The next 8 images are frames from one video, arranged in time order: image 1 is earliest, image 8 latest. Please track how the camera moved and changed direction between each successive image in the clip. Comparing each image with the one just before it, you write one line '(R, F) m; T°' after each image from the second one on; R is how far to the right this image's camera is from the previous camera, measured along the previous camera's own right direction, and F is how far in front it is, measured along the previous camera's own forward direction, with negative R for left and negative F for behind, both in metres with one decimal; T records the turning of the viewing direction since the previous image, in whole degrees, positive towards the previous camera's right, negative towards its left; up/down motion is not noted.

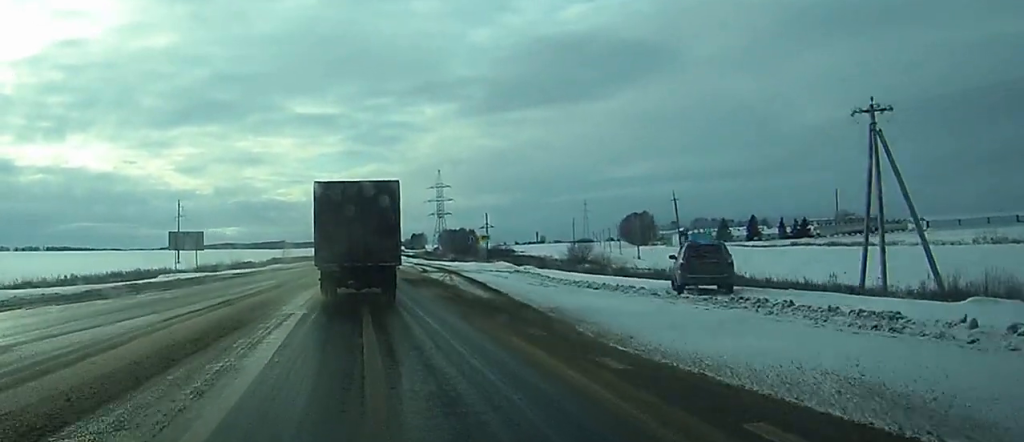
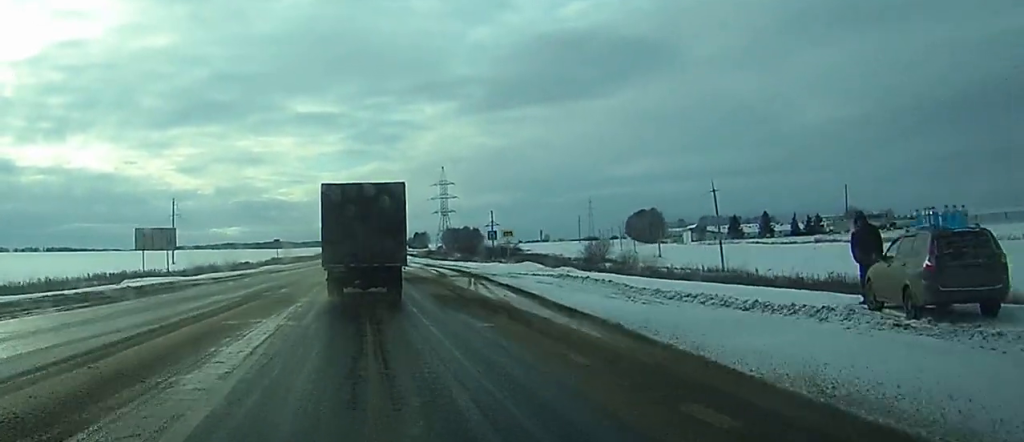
(0.0, +10.8) m; 0°
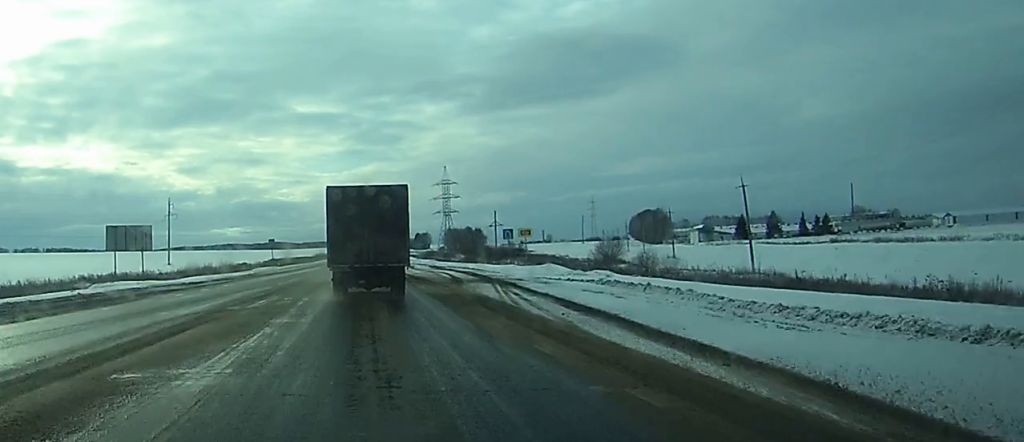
(0.0, +7.0) m; 0°
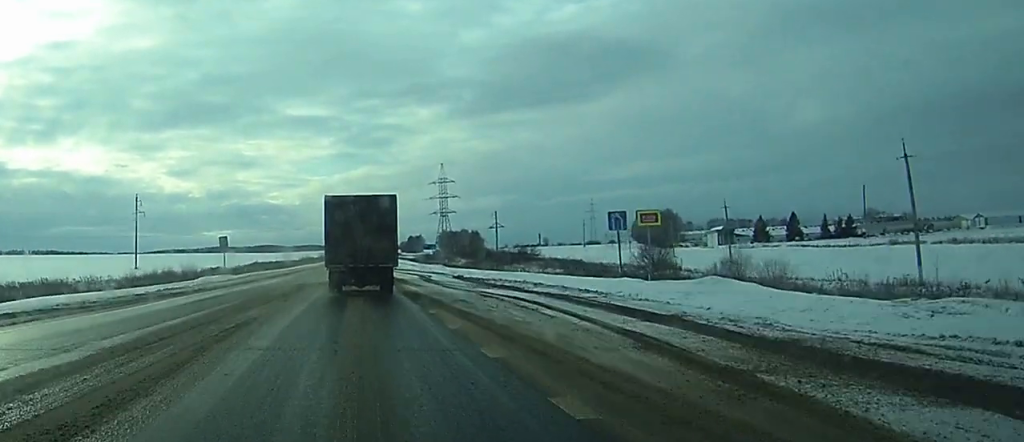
(+0.4, +26.9) m; +1°
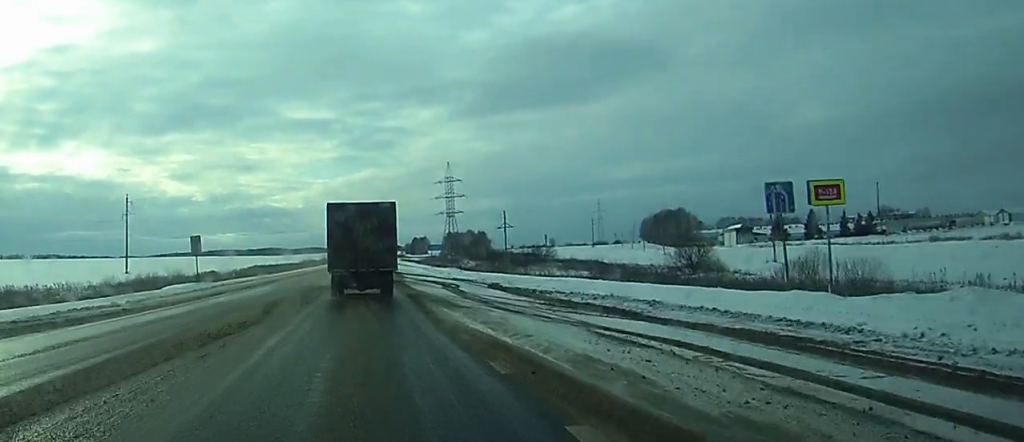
(-0.1, +10.9) m; -2°
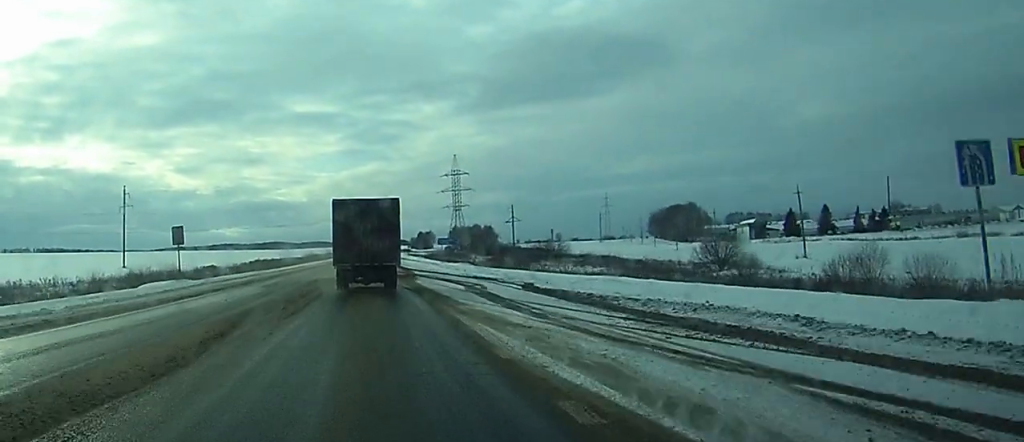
(-0.2, +5.4) m; -1°
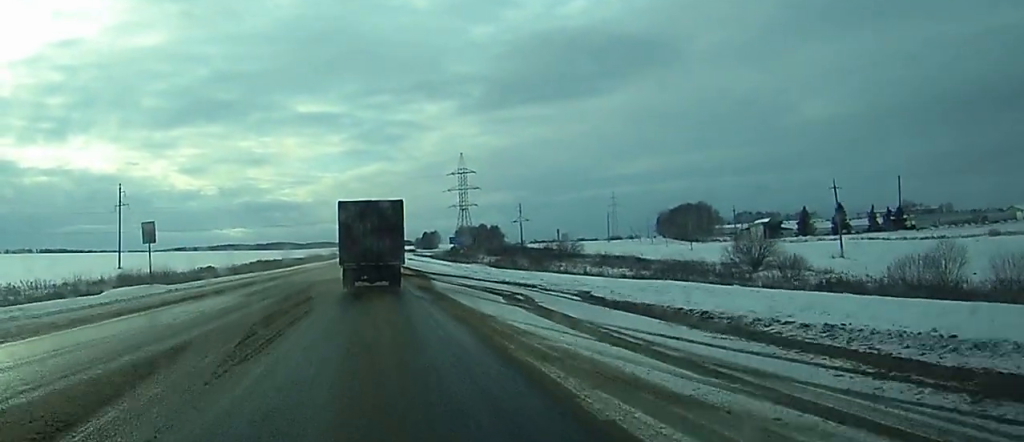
(+0.1, +5.4) m; +1°
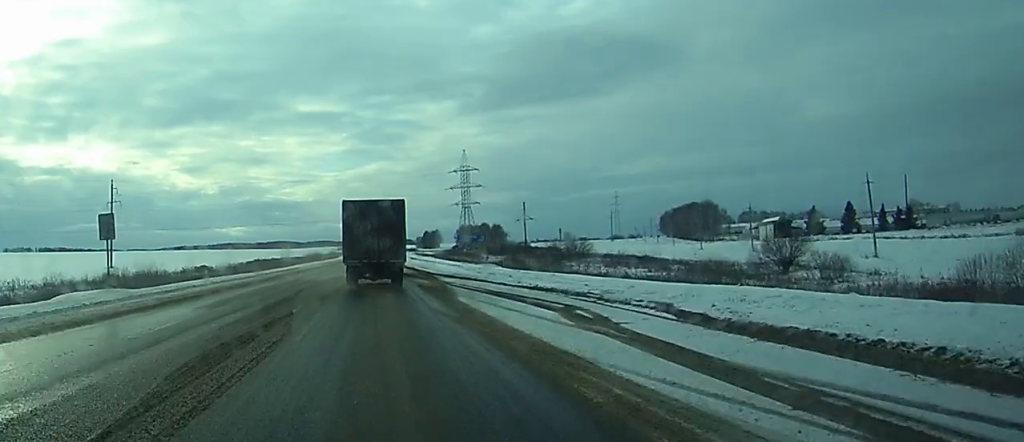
(+0.1, +4.9) m; +1°
